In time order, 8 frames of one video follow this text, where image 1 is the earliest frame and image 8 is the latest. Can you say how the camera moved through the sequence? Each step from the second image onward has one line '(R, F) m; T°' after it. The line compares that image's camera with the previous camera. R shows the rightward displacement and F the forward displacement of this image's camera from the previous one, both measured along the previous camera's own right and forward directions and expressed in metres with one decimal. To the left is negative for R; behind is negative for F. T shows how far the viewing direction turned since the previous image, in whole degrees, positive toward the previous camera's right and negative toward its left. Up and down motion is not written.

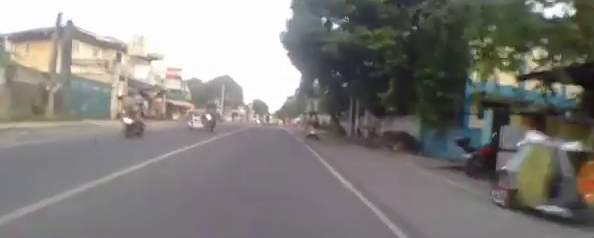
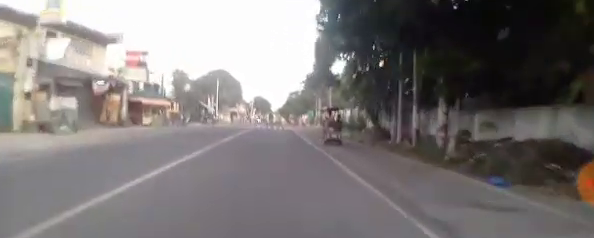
(0.0, +10.0) m; +1°
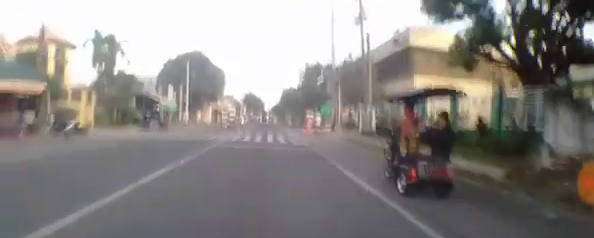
(+0.7, +17.2) m; +2°
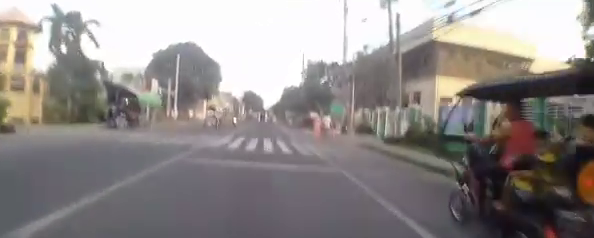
(-0.1, +5.2) m; -1°
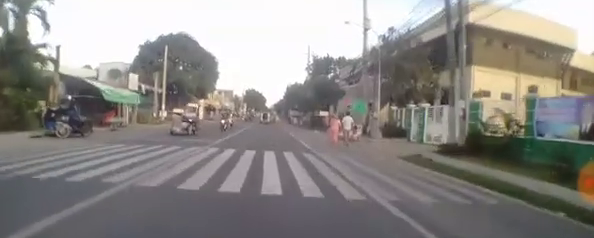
(0.0, +5.7) m; 0°
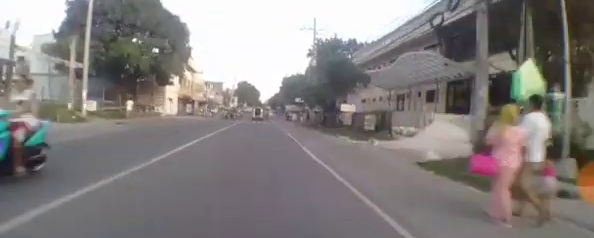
(0.0, +13.8) m; 0°
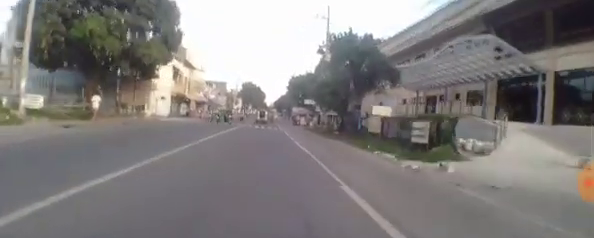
(0.0, +5.9) m; 0°
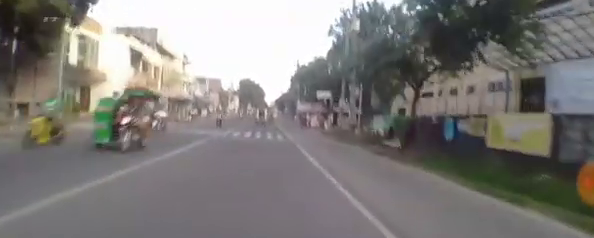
(0.0, +13.5) m; -1°
